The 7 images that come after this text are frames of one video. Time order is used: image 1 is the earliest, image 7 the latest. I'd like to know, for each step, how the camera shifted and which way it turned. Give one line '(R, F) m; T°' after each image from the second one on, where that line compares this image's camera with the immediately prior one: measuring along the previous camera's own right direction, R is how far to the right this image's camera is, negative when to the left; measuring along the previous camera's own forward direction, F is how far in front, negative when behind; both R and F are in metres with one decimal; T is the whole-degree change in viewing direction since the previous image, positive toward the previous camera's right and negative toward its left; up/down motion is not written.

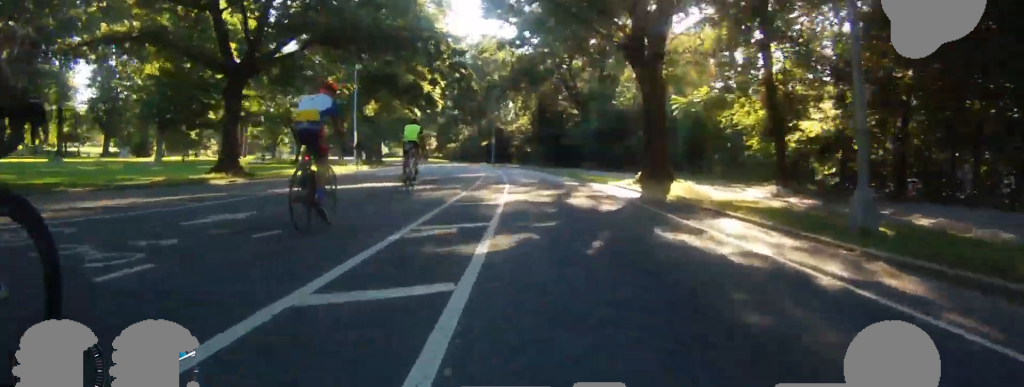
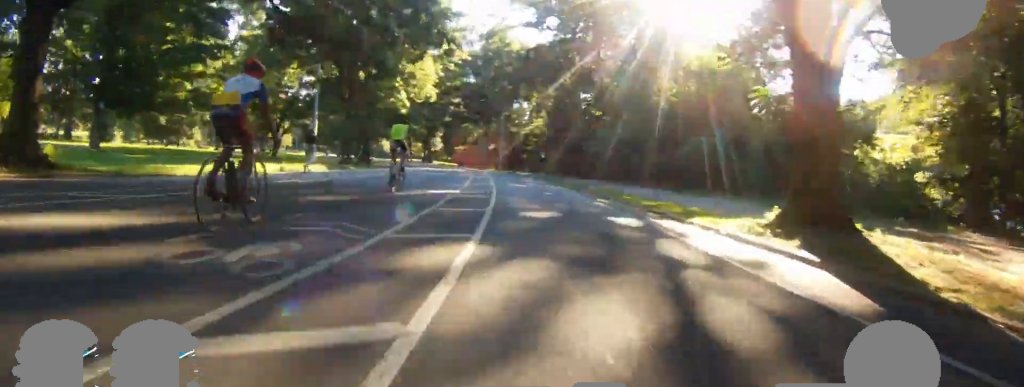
(0.0, +12.1) m; -3°
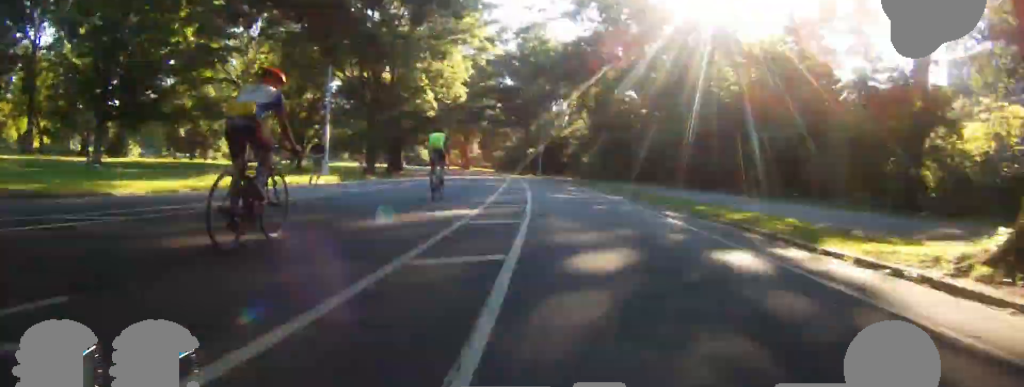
(+0.2, +4.8) m; -5°
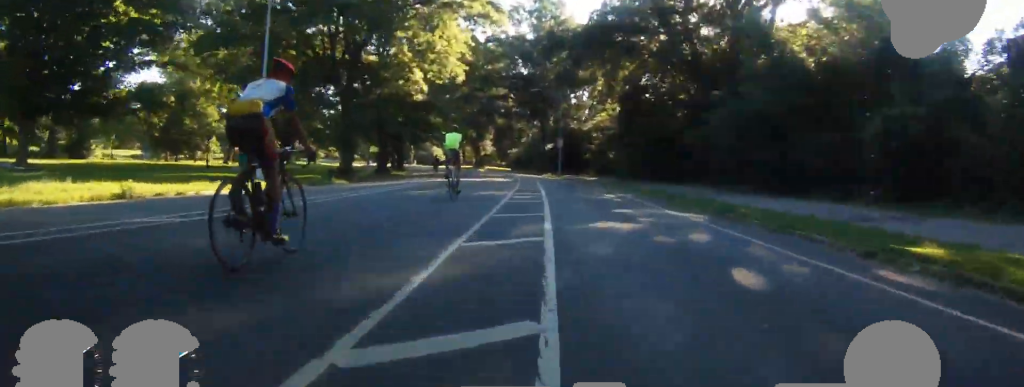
(-1.3, +10.1) m; -7°
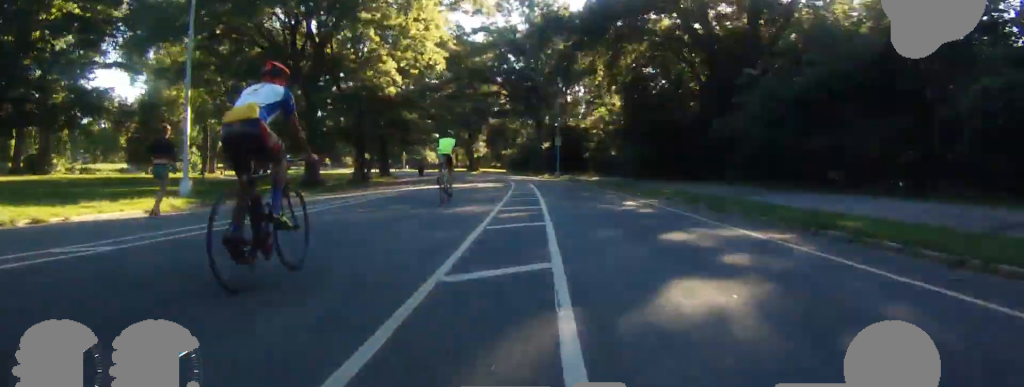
(-0.1, +5.5) m; +2°
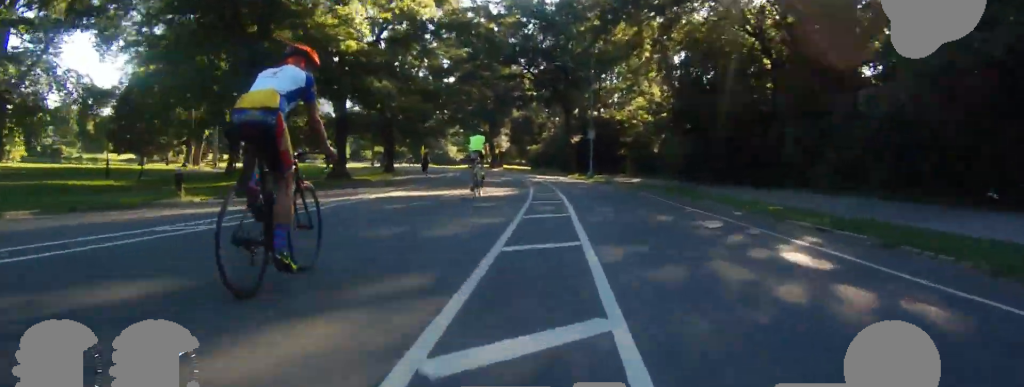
(+0.8, +10.2) m; +7°
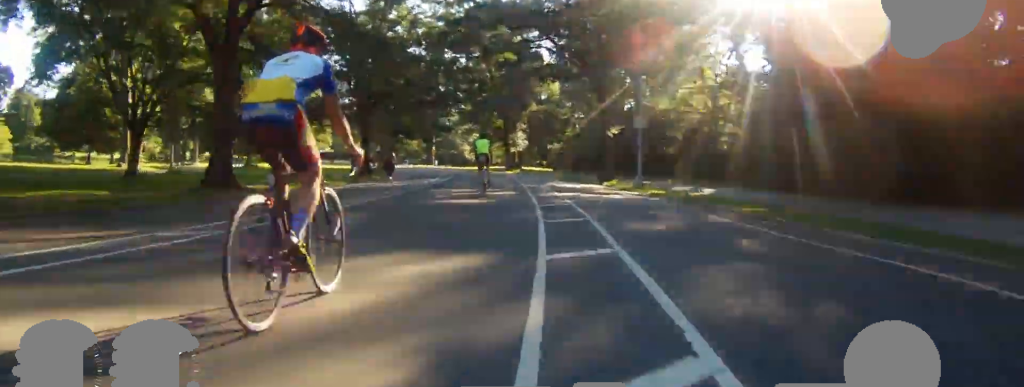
(-0.9, +15.5) m; -11°
